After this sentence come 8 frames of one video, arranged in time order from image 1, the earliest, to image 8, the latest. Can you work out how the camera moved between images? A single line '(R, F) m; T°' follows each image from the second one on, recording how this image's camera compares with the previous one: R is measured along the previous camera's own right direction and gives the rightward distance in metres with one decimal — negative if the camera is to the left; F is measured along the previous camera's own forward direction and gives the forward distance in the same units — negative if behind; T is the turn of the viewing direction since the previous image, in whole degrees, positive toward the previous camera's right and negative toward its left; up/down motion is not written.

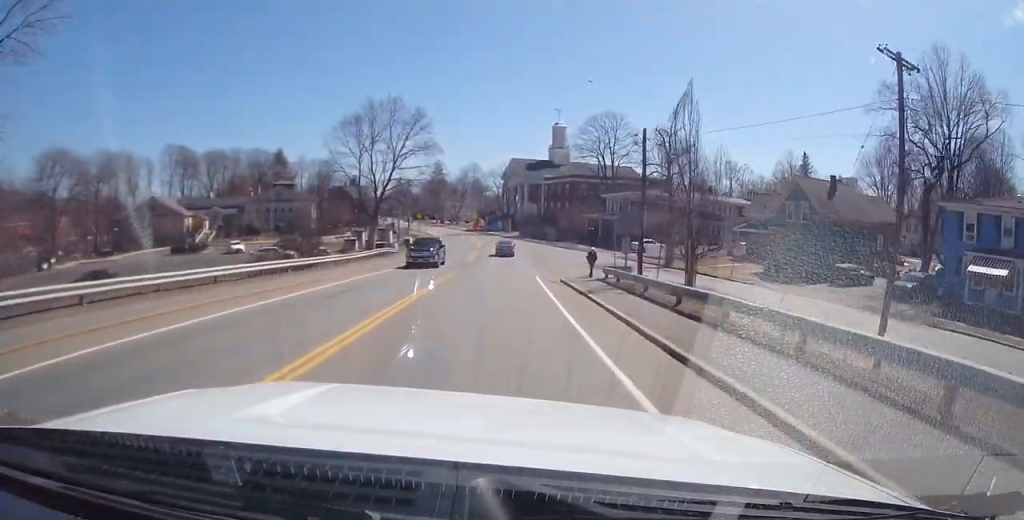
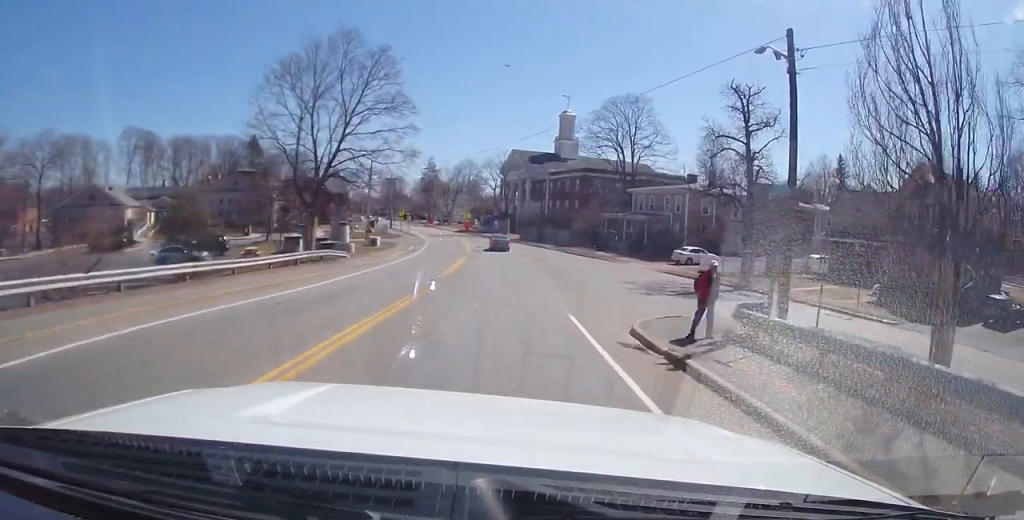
(0.0, +16.3) m; +1°
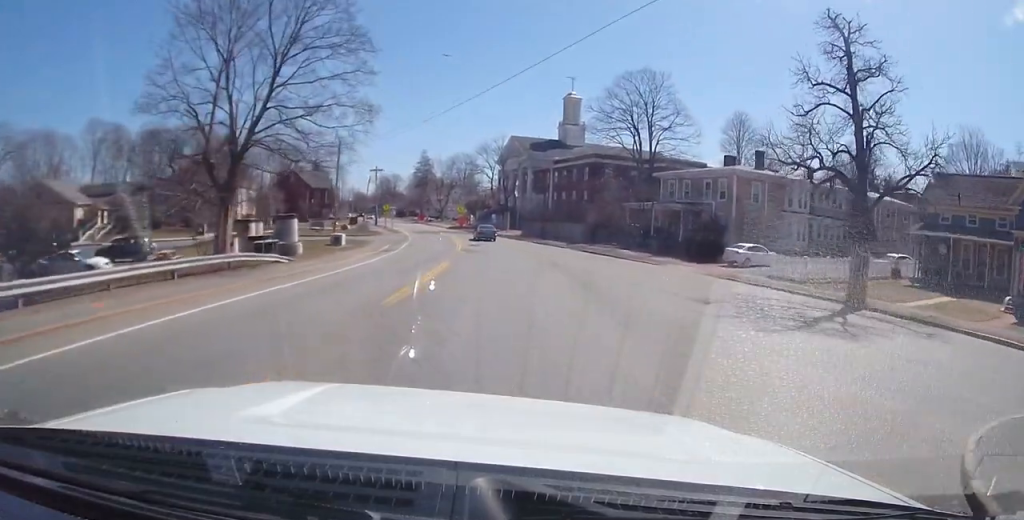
(+0.1, +11.6) m; +1°
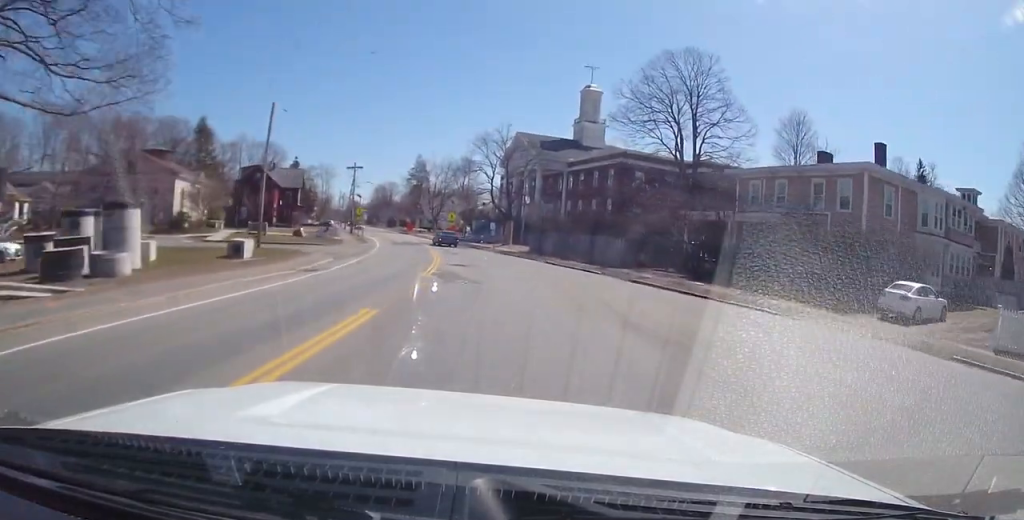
(+0.2, +16.5) m; -1°
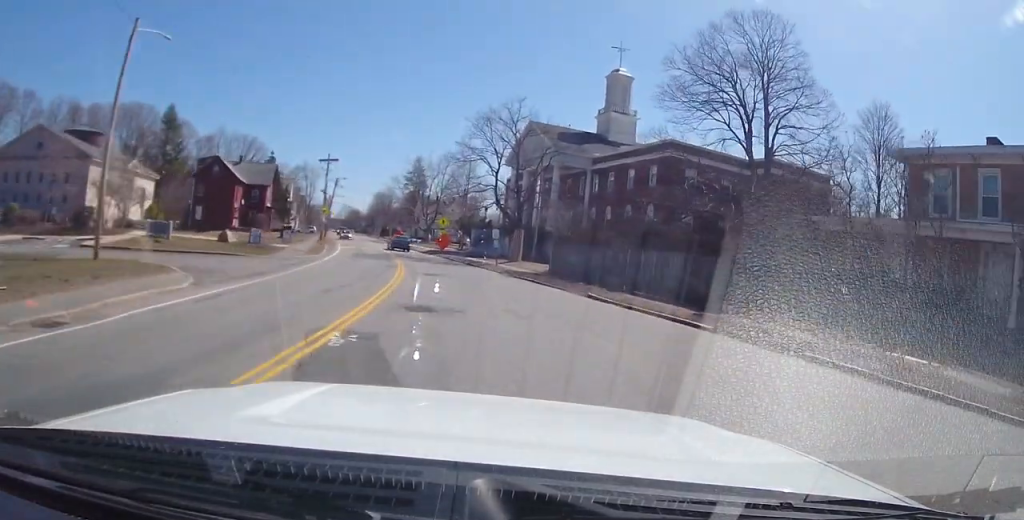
(-0.4, +16.0) m; -2°
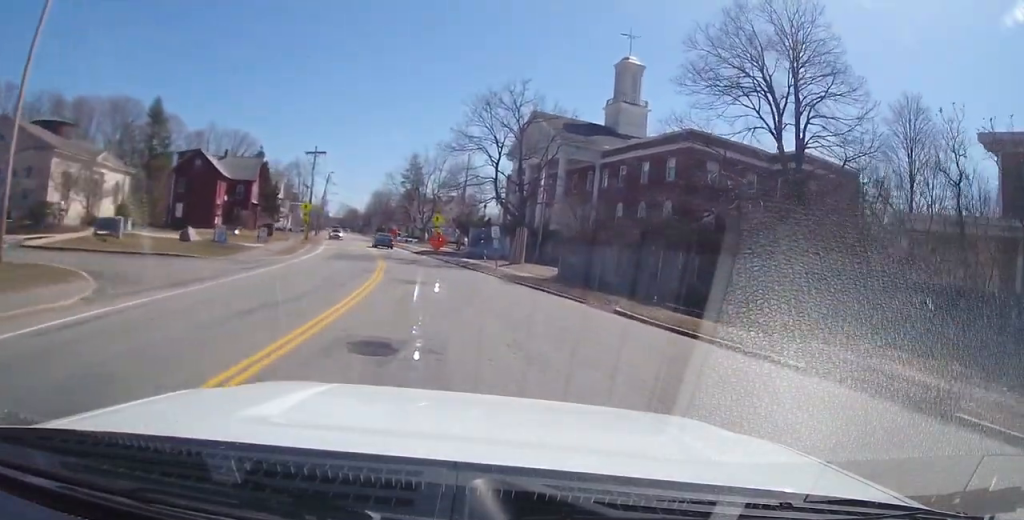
(0.0, +5.2) m; 0°
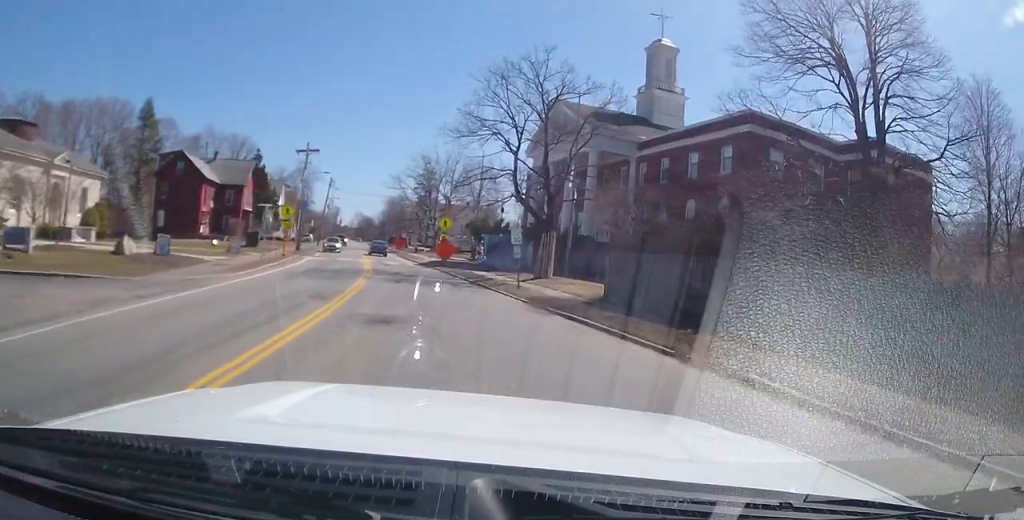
(0.0, +8.4) m; 0°
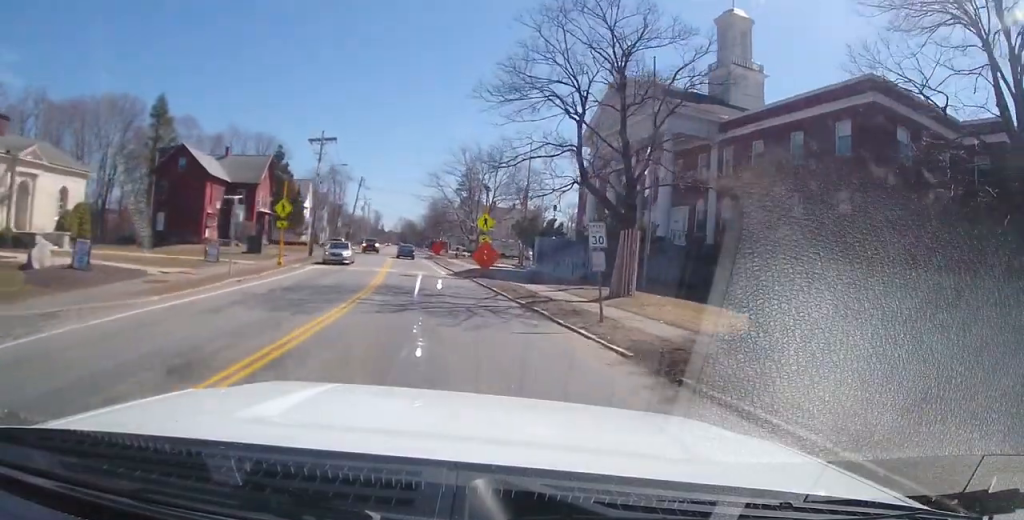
(0.0, +9.3) m; -1°
